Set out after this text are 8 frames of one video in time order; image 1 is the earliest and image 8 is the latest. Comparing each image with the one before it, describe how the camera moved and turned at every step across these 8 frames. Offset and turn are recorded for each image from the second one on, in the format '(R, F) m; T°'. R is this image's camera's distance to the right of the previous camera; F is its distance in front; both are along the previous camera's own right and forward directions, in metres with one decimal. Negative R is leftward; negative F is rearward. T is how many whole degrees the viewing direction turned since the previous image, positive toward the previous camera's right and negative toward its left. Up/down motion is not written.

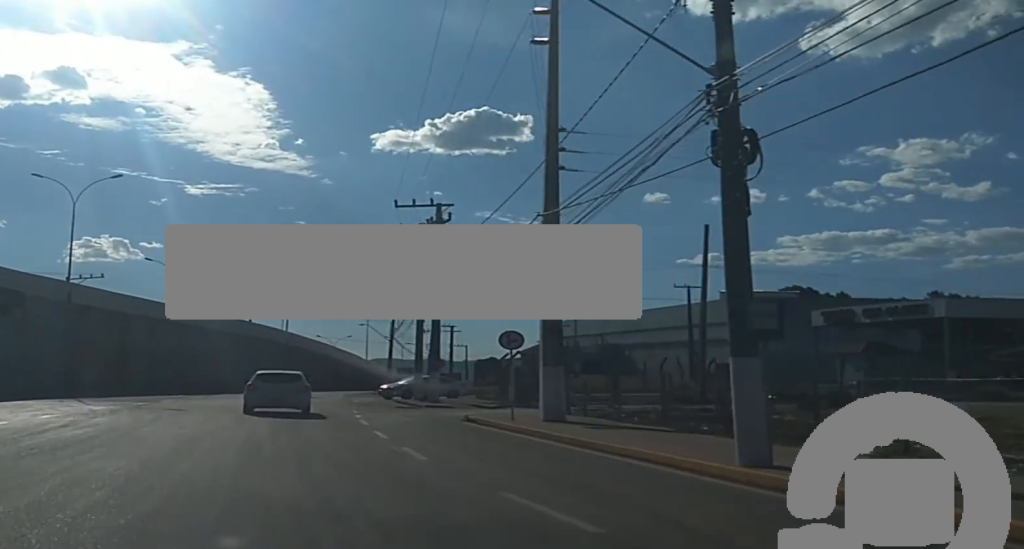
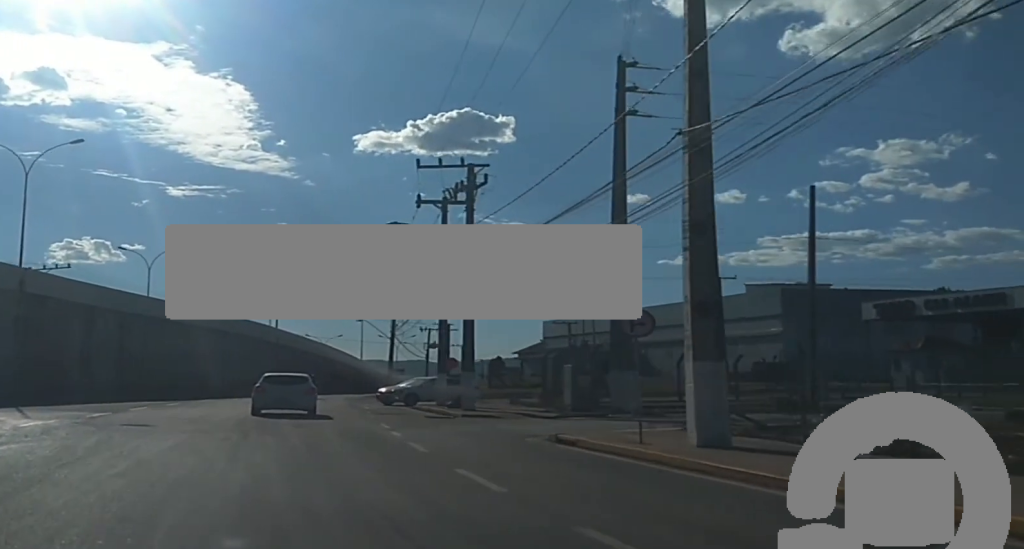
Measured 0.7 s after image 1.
(0.0, +8.7) m; 0°
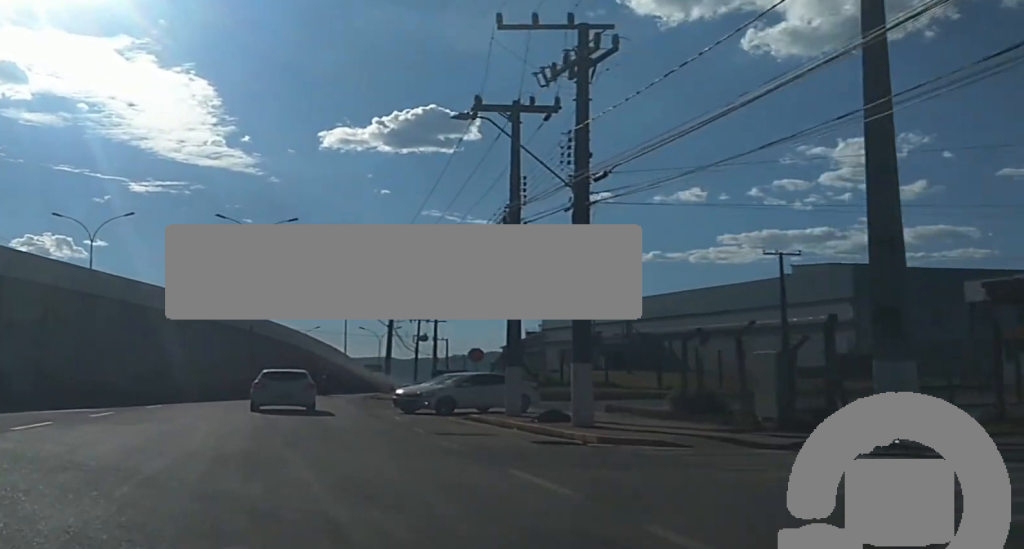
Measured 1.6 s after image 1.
(0.0, +13.5) m; 0°
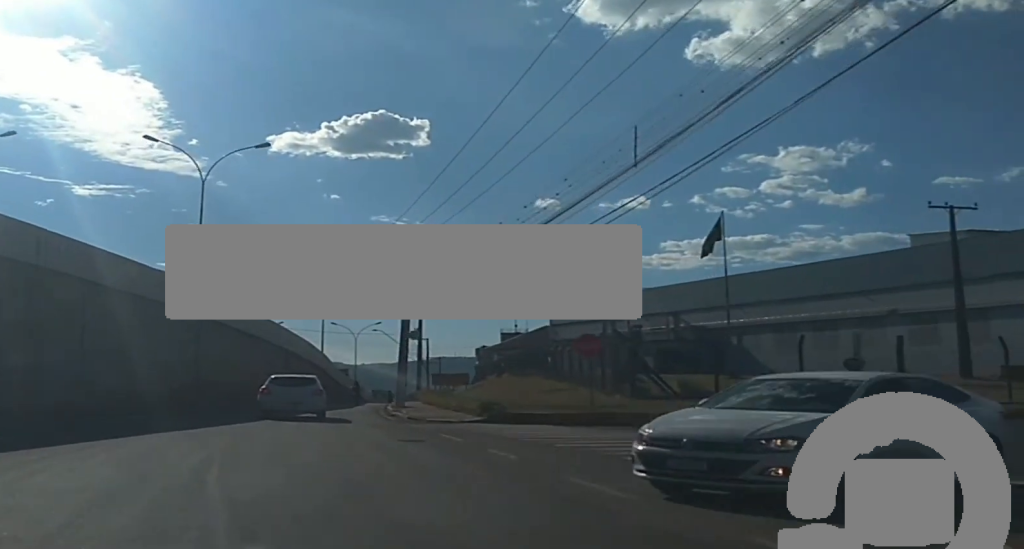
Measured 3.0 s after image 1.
(0.0, +20.8) m; 0°
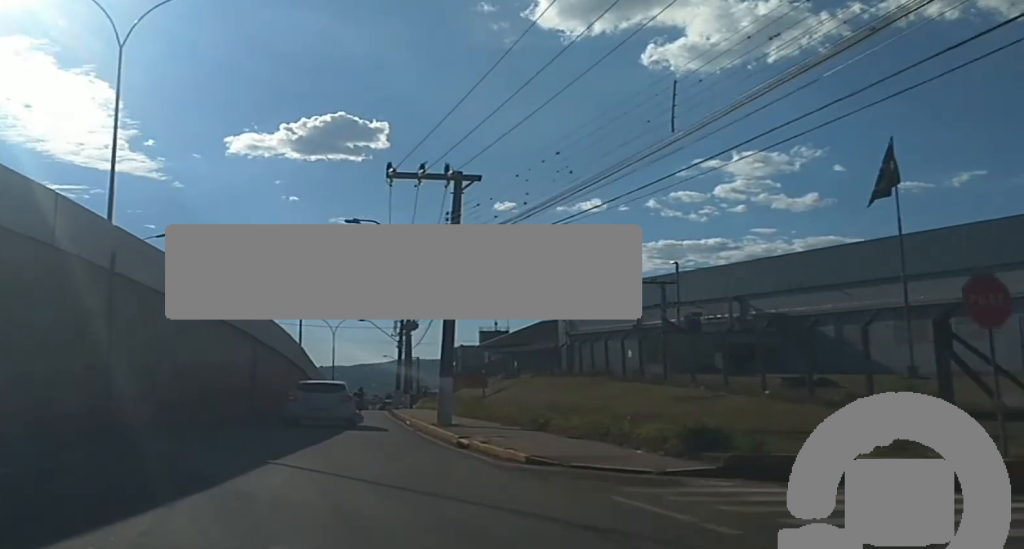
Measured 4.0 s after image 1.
(0.0, +15.7) m; 0°
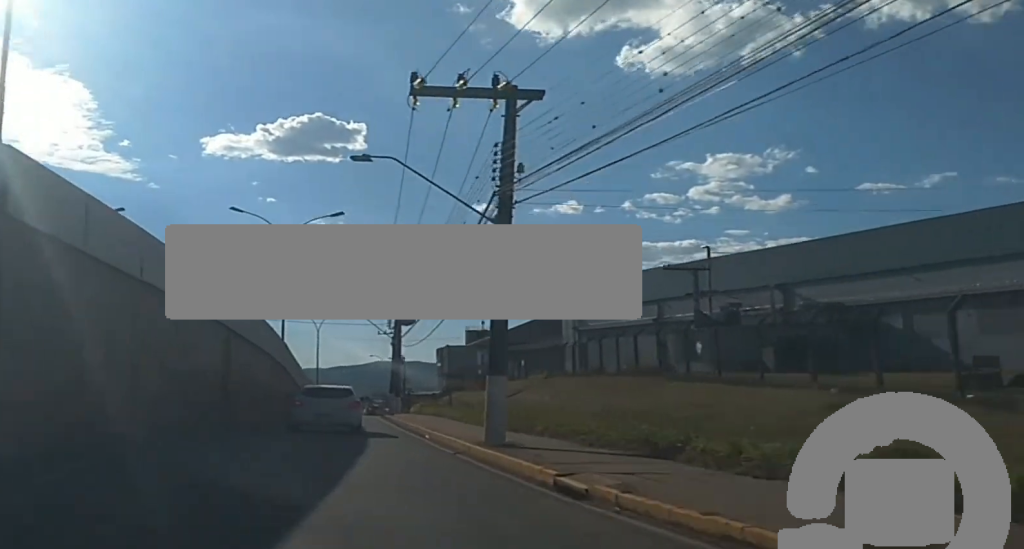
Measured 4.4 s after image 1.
(0.0, +7.8) m; 0°
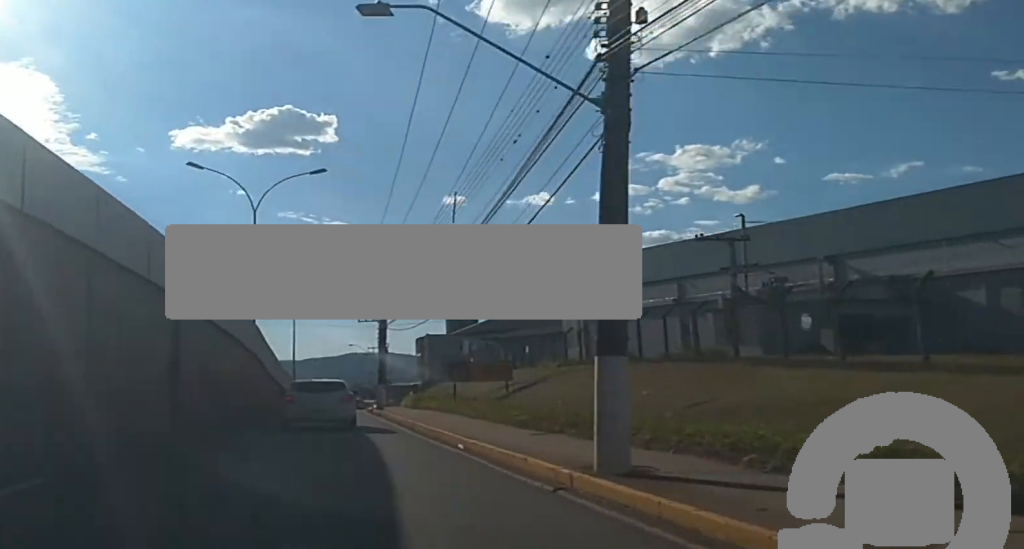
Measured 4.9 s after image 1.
(0.0, +7.9) m; 0°
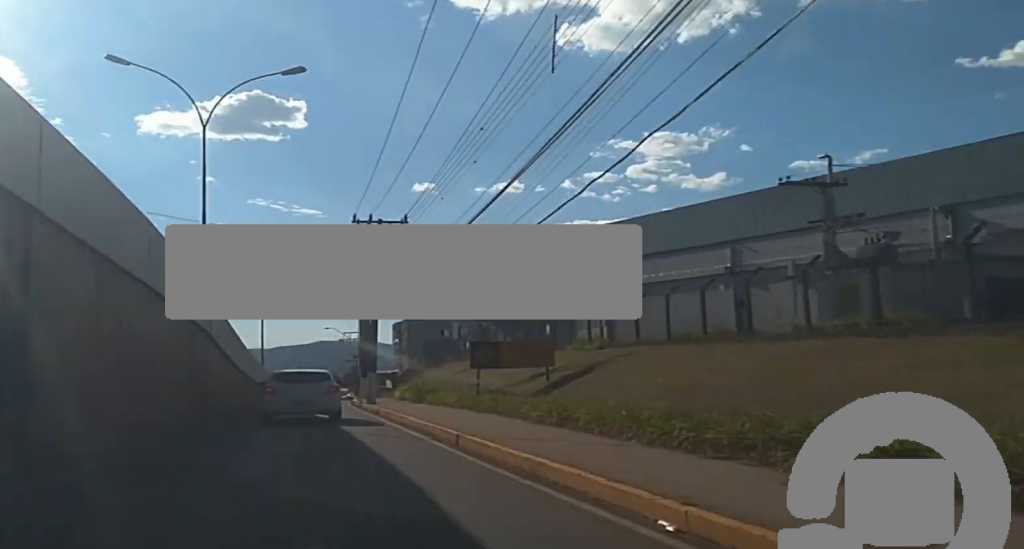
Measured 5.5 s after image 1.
(0.0, +9.8) m; 0°
